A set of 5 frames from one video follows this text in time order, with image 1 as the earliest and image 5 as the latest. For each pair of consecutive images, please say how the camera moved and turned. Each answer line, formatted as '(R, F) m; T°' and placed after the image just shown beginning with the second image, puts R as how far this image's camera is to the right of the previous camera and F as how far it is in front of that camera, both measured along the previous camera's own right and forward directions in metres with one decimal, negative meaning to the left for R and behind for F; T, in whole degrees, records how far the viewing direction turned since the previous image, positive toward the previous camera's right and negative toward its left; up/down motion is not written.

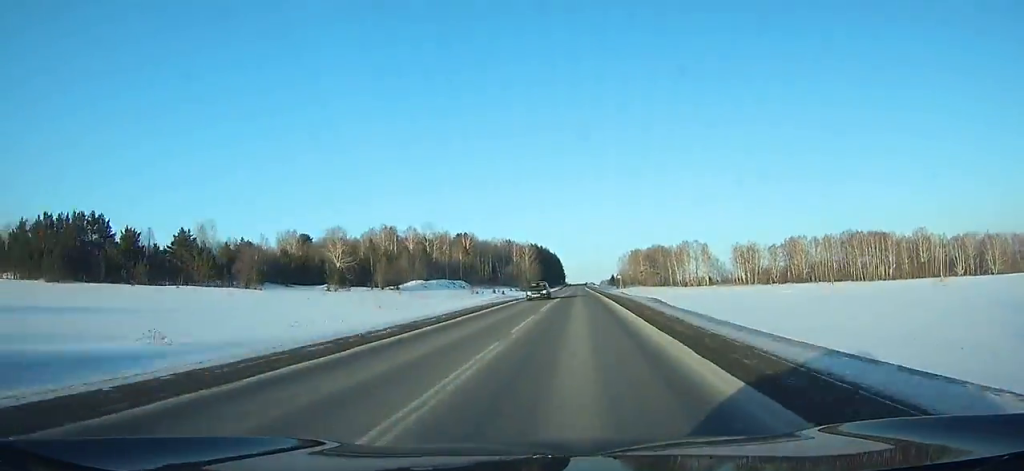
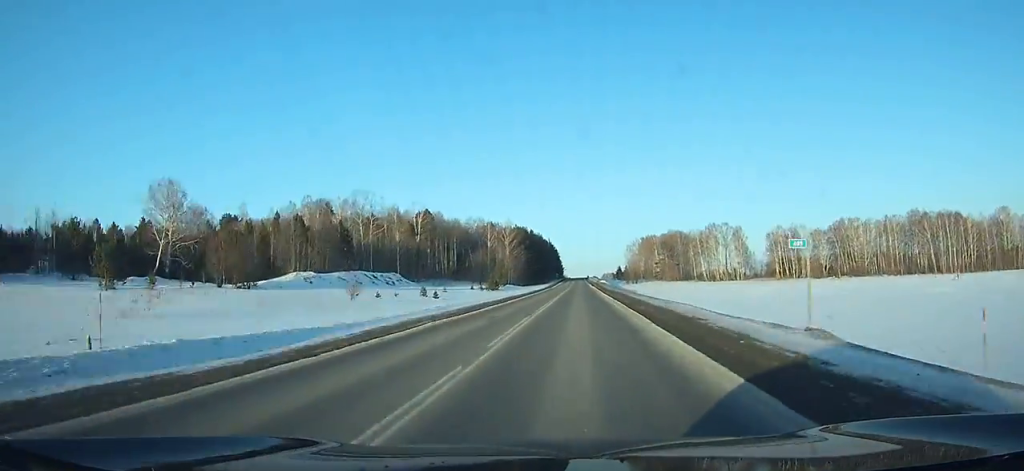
(0.0, +64.7) m; 0°
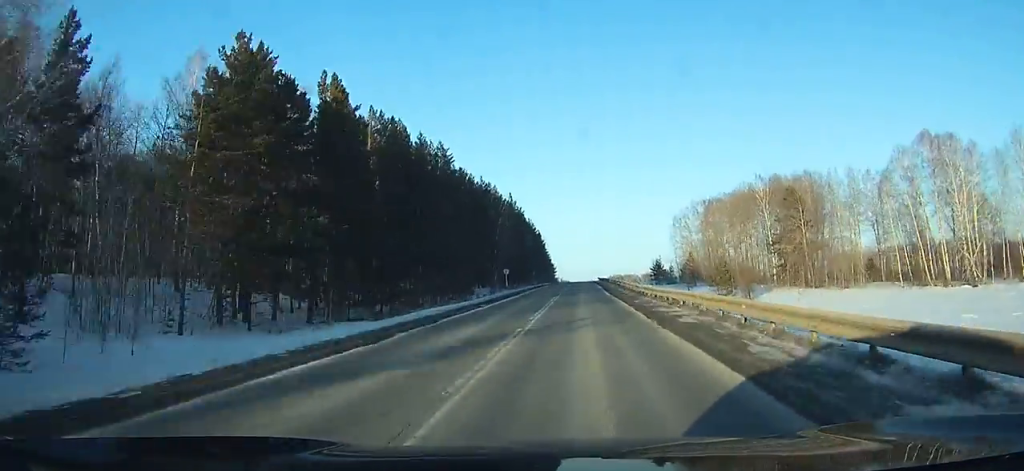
(-0.1, +161.1) m; 0°
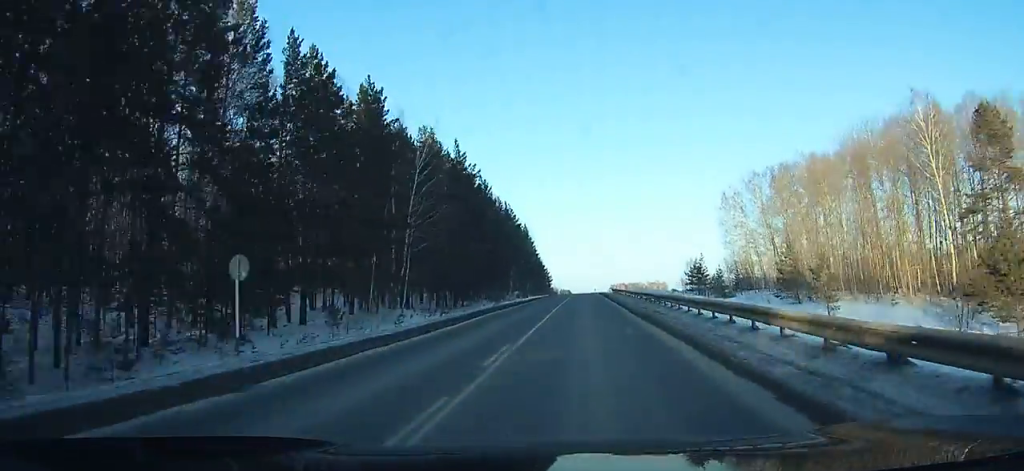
(+0.1, +56.6) m; 0°
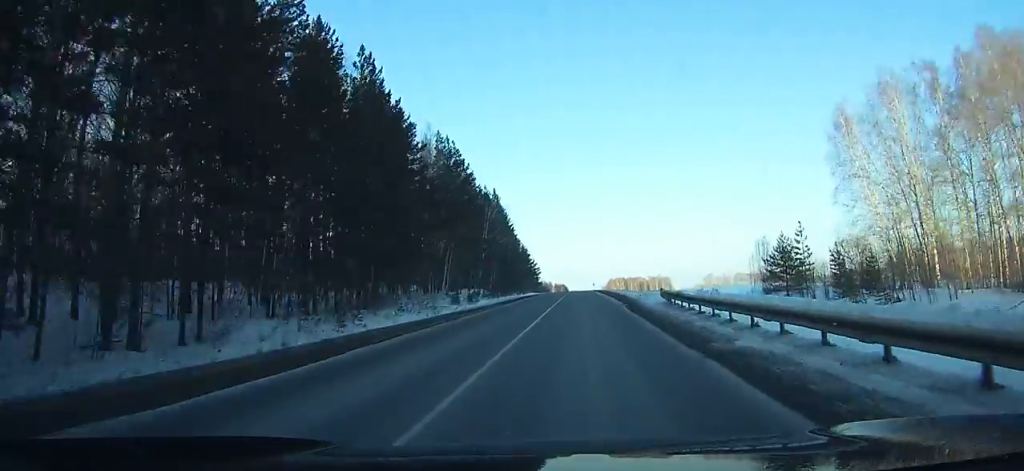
(-0.1, +53.8) m; 0°
